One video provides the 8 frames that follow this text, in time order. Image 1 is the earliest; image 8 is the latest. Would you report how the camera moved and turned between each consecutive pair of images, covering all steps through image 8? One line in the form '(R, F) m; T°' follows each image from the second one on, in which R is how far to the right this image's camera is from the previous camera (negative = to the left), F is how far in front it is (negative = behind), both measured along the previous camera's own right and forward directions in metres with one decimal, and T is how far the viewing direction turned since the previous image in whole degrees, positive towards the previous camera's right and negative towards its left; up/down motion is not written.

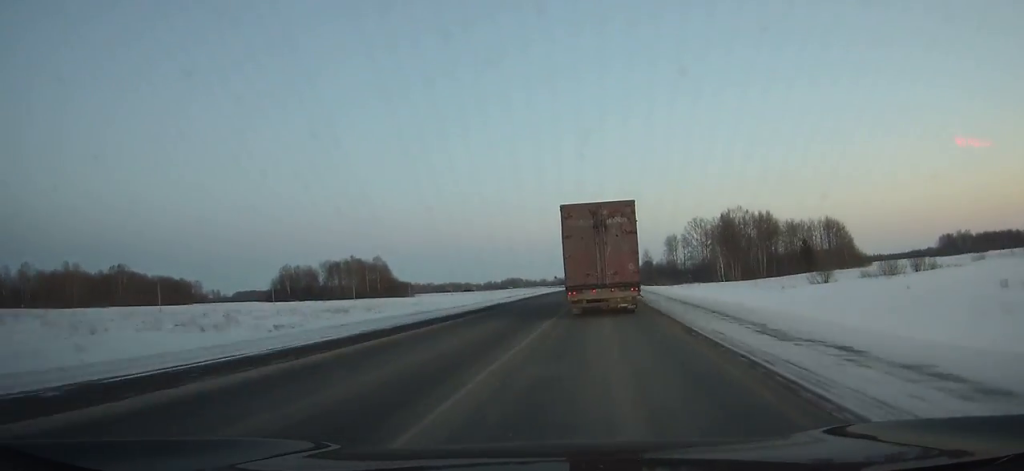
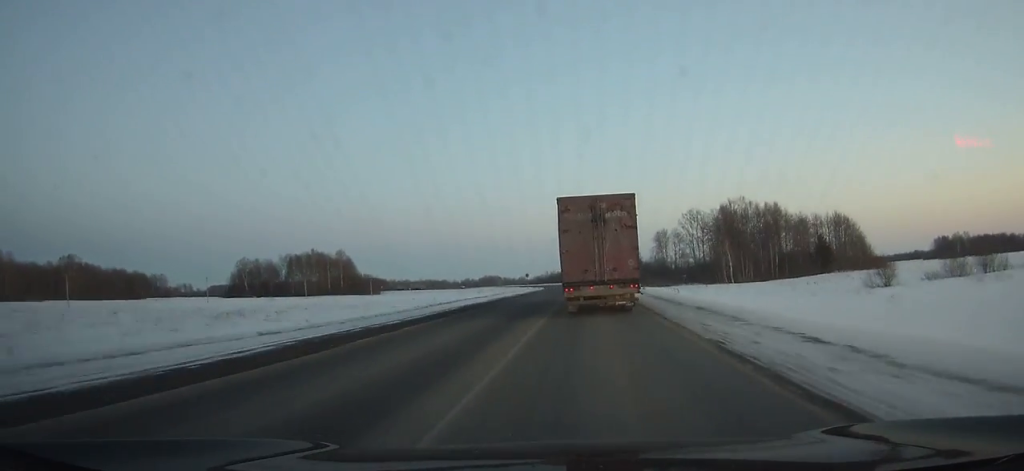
(+0.9, +24.6) m; +1°
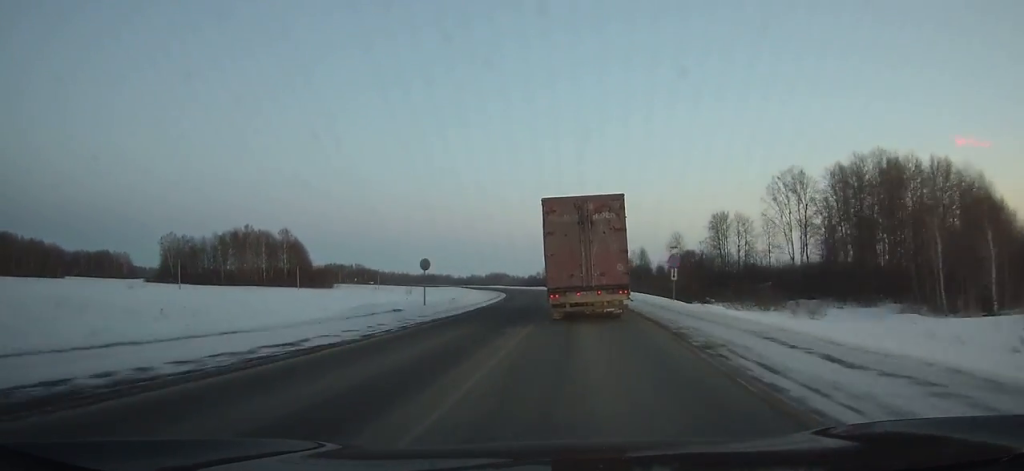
(+1.0, +77.2) m; -2°
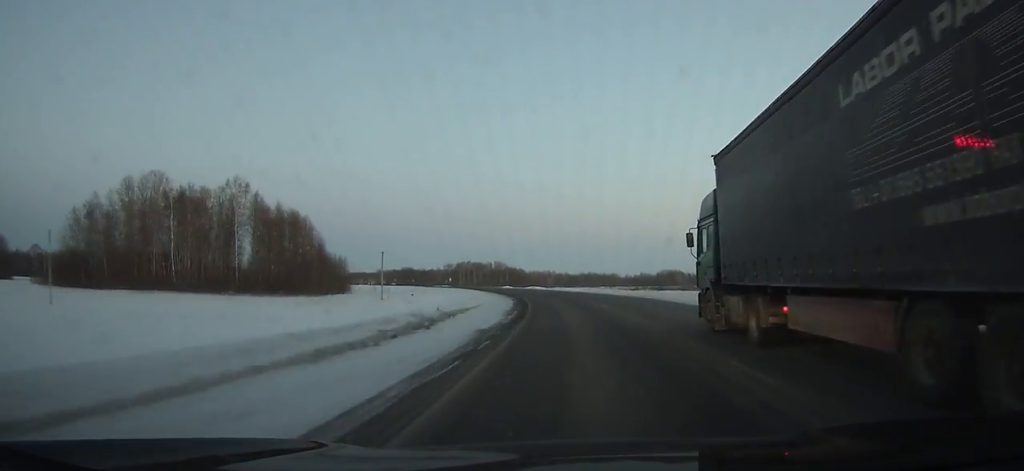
(-15.4, +132.4) m; -15°
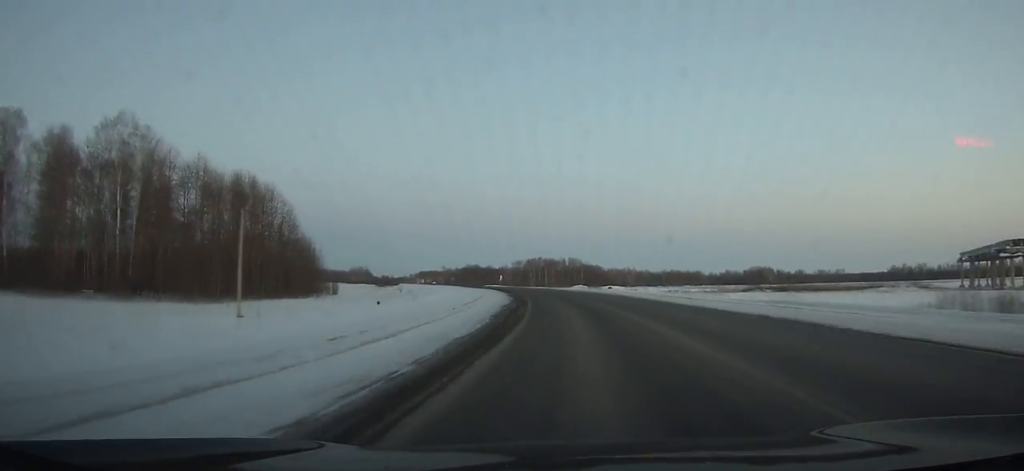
(-3.3, +53.0) m; -6°
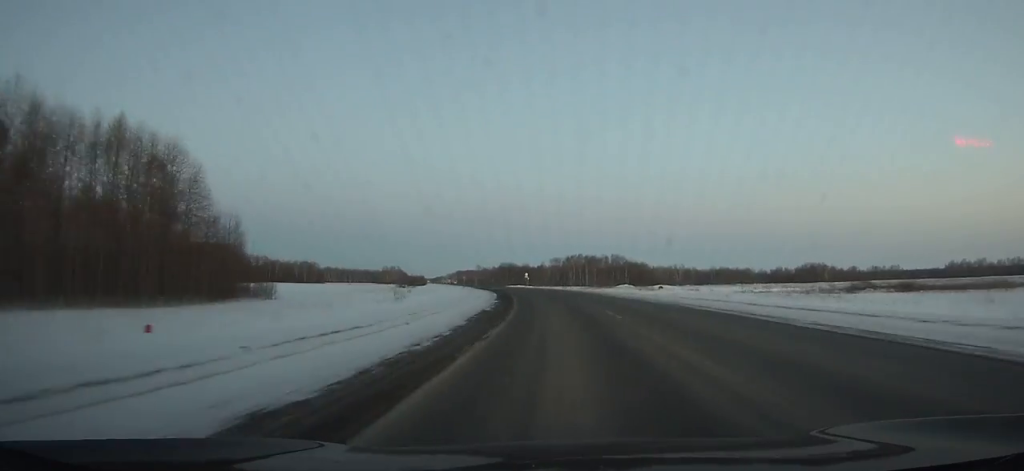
(-0.8, +39.3) m; -5°
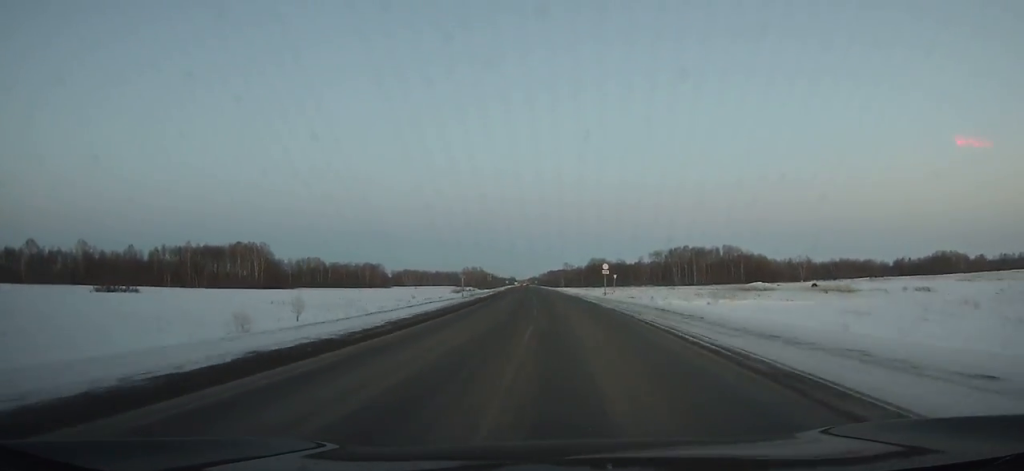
(-5.0, +77.2) m; -8°
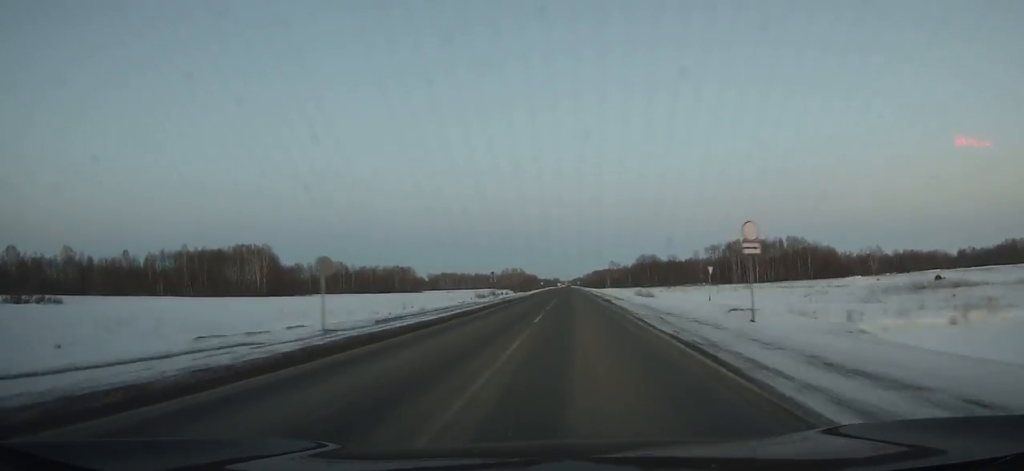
(-2.8, +42.7) m; -3°
